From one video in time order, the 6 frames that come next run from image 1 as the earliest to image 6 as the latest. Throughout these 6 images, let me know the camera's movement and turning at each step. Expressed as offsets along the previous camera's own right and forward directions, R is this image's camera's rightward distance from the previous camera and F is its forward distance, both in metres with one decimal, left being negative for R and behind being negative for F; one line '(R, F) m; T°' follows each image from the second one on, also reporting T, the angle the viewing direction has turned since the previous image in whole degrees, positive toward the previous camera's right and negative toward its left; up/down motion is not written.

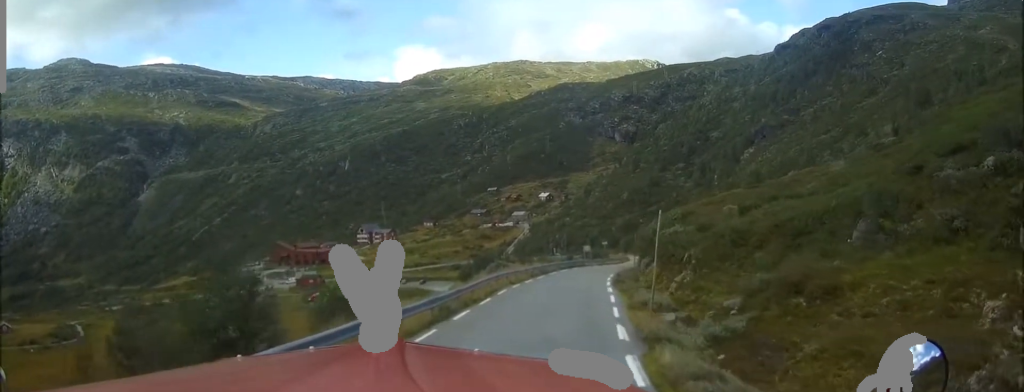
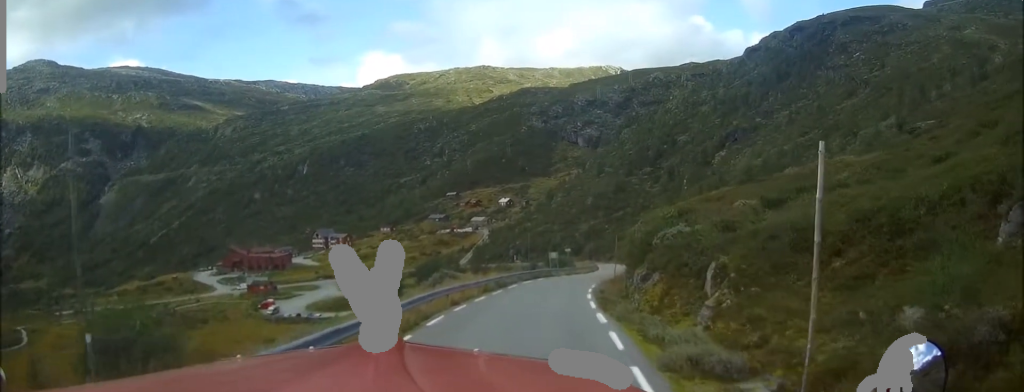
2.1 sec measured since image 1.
(-0.4, +13.4) m; +1°
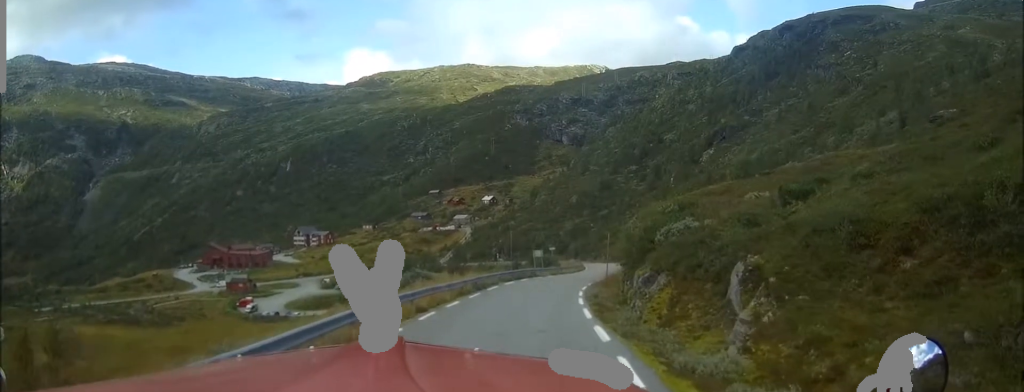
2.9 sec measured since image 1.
(+0.1, +5.6) m; +1°
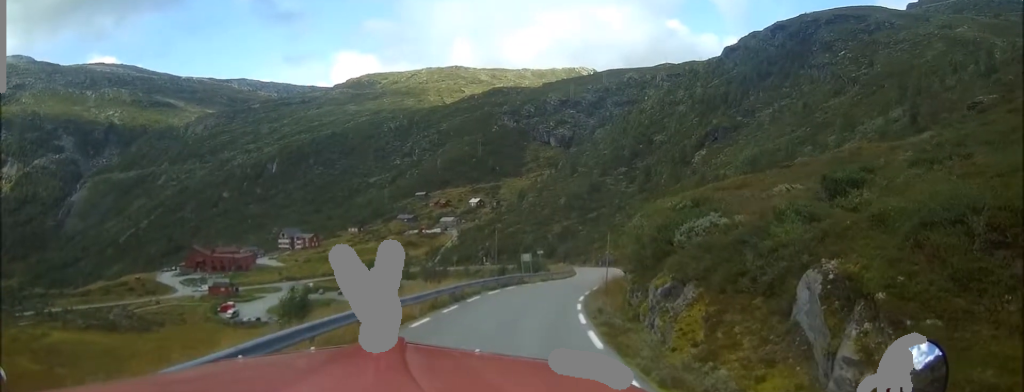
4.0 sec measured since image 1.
(0.0, +6.8) m; 0°
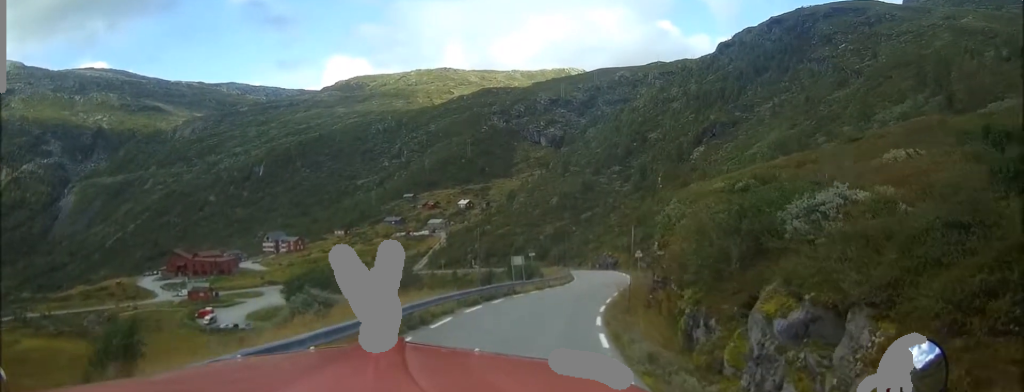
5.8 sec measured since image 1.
(+0.2, +12.5) m; +2°
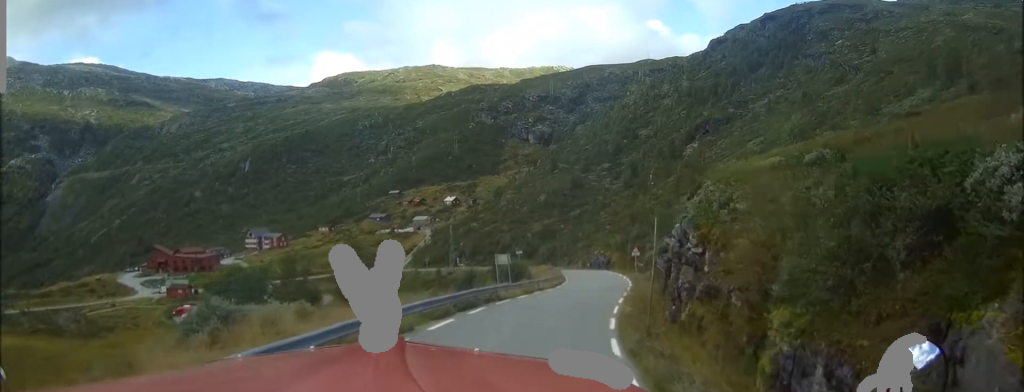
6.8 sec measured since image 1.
(+0.1, +7.8) m; +1°
